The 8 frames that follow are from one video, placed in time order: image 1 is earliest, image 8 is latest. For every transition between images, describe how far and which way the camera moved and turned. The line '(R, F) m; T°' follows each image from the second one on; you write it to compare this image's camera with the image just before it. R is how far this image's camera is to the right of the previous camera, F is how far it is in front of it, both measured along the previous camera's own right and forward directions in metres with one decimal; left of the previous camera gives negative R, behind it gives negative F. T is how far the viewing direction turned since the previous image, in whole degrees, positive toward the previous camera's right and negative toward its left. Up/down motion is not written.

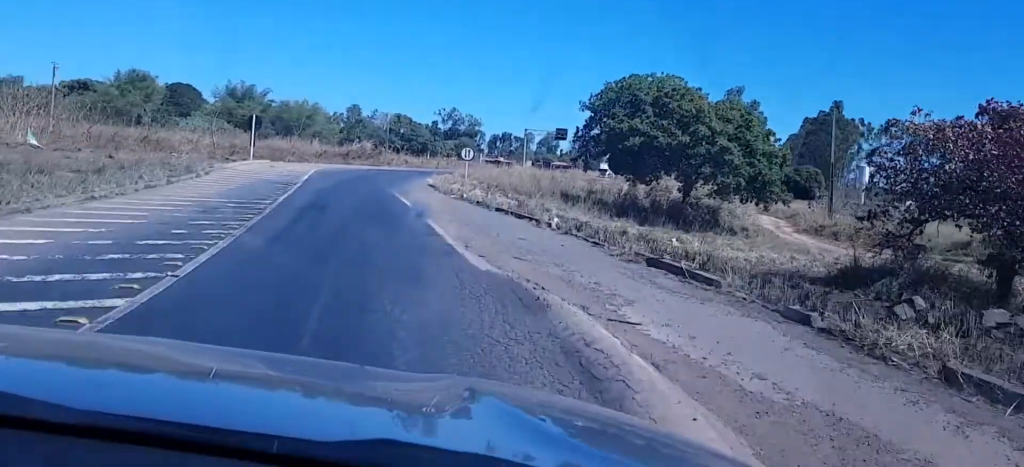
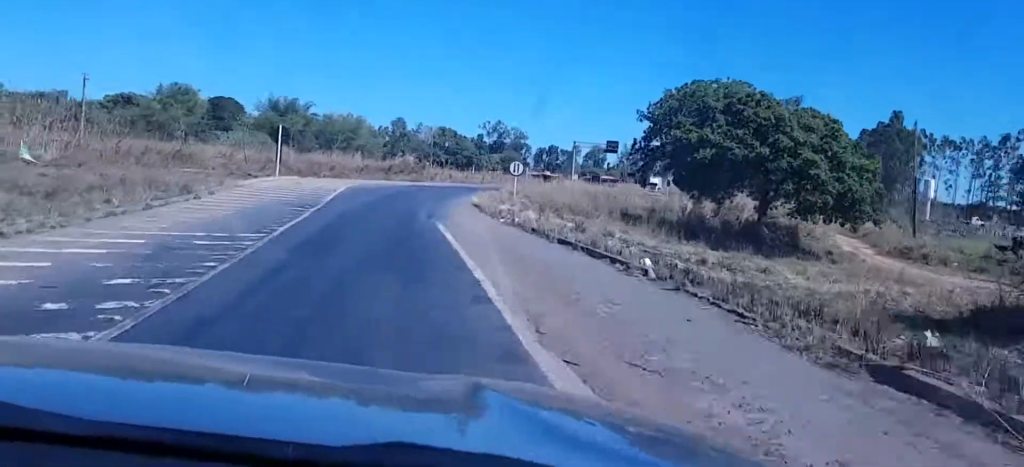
(-0.3, +6.4) m; -3°
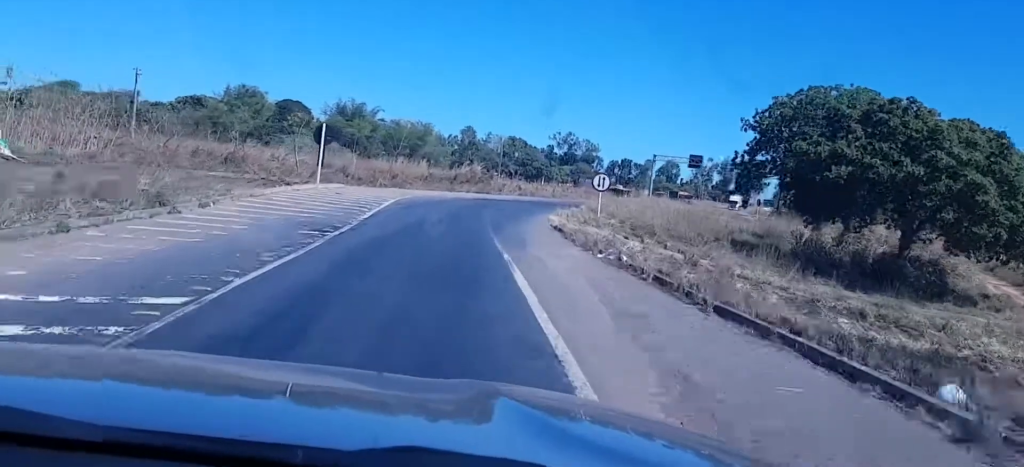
(-0.1, +8.5) m; -2°
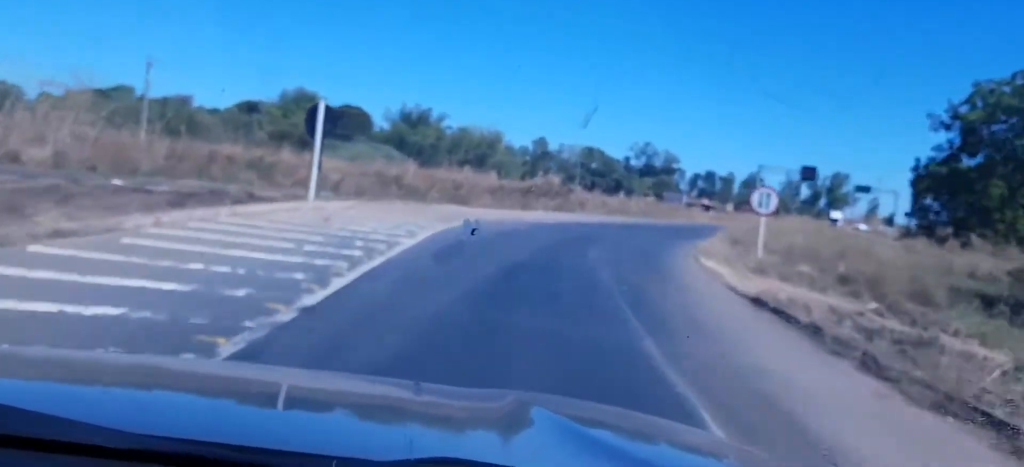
(-0.6, +16.7) m; -4°
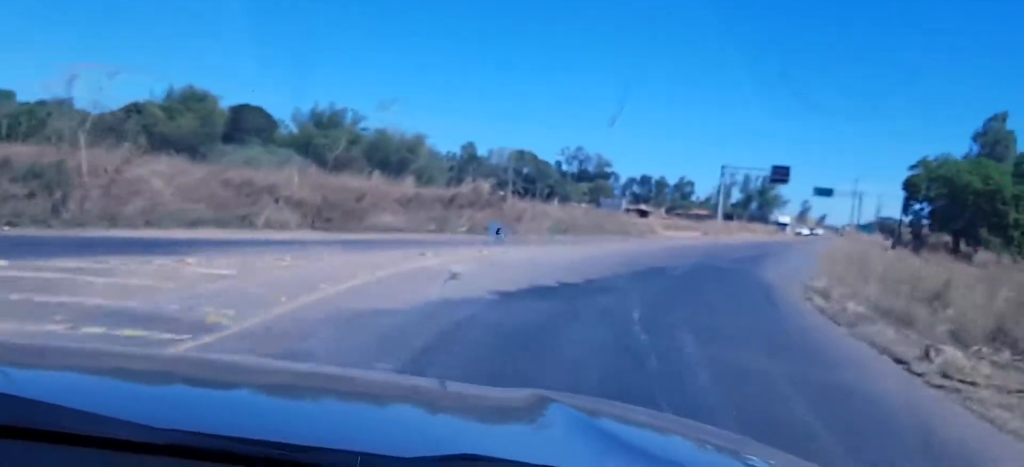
(+1.1, +22.3) m; +8°
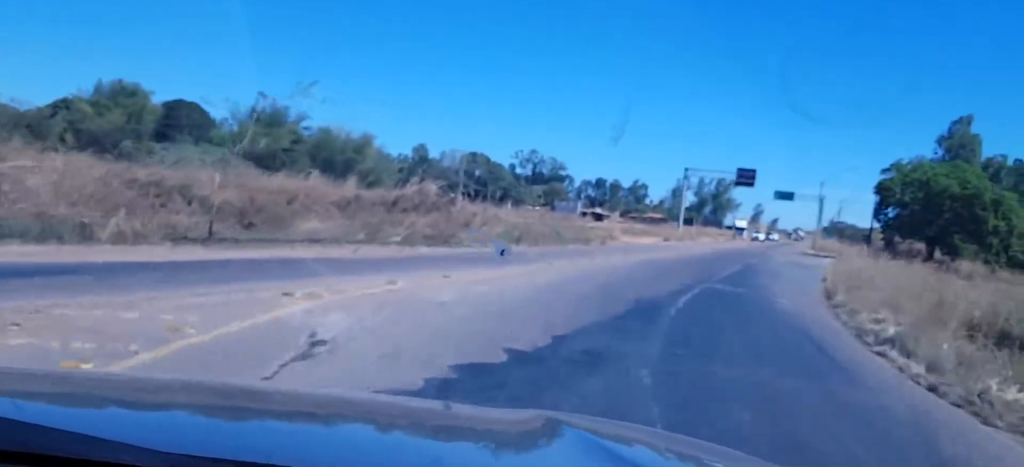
(+0.2, +7.4) m; +3°
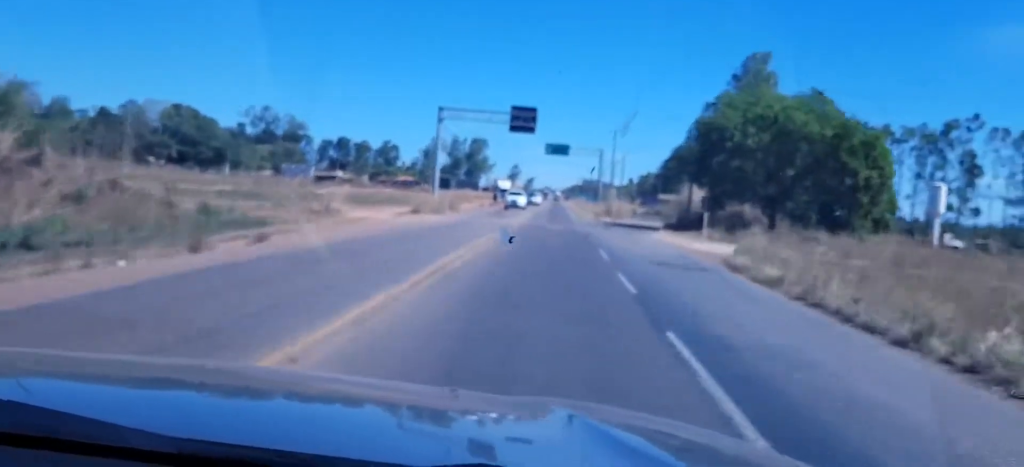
(+3.3, +30.7) m; +11°
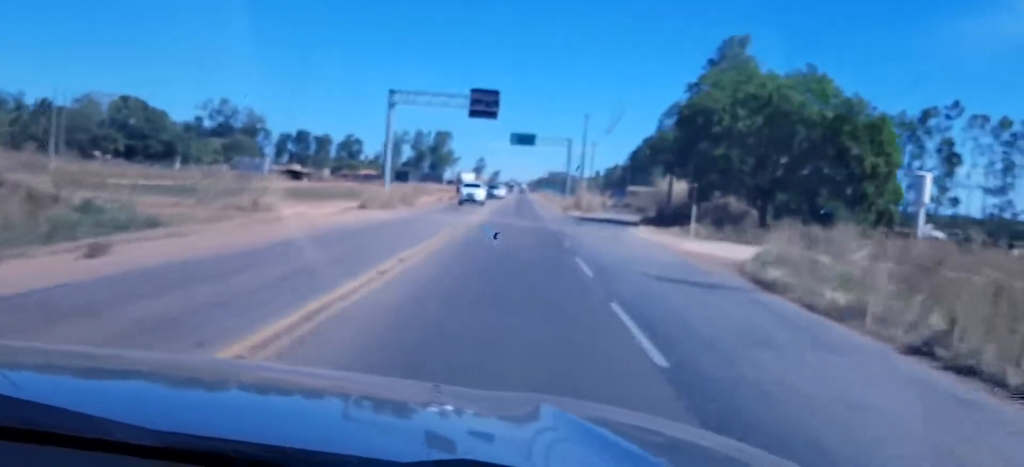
(+0.2, +7.7) m; 0°
